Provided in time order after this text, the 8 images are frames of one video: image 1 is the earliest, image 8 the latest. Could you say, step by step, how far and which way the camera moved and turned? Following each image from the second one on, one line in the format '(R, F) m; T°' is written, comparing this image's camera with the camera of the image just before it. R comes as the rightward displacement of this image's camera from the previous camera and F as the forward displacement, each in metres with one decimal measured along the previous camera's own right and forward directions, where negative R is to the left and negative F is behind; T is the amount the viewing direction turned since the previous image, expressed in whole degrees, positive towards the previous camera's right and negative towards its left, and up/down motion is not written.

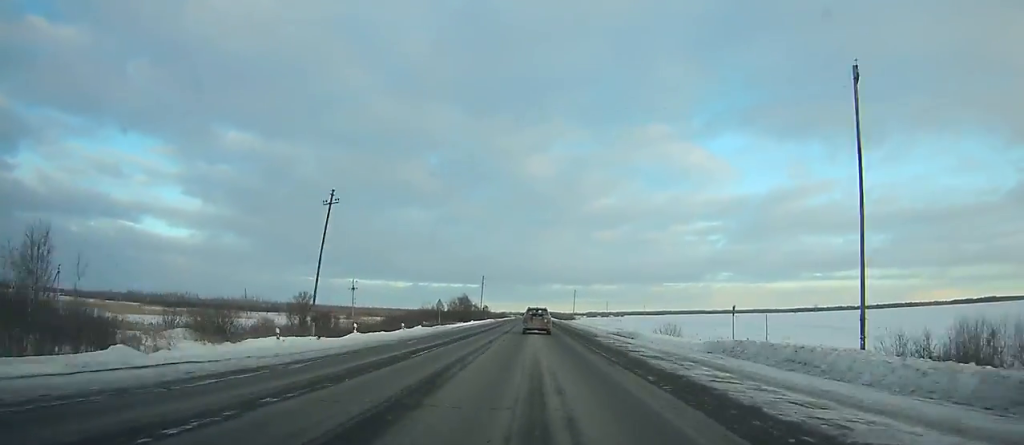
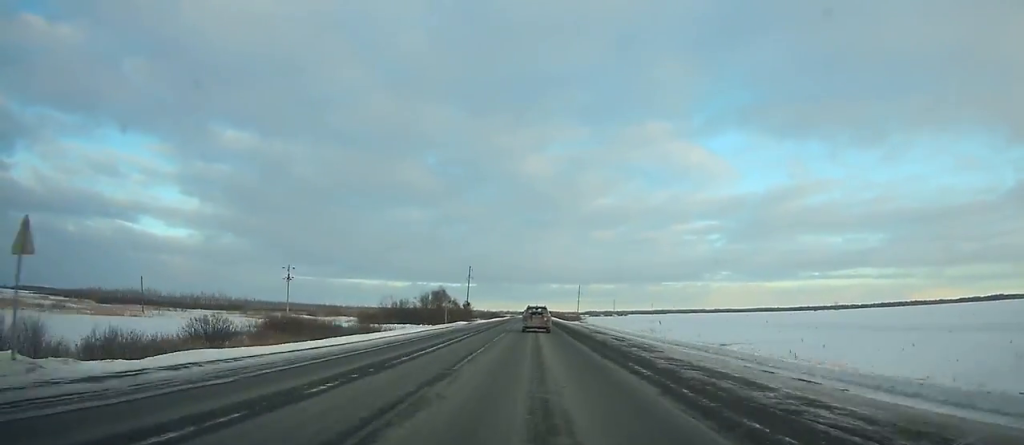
(0.0, +49.0) m; 0°
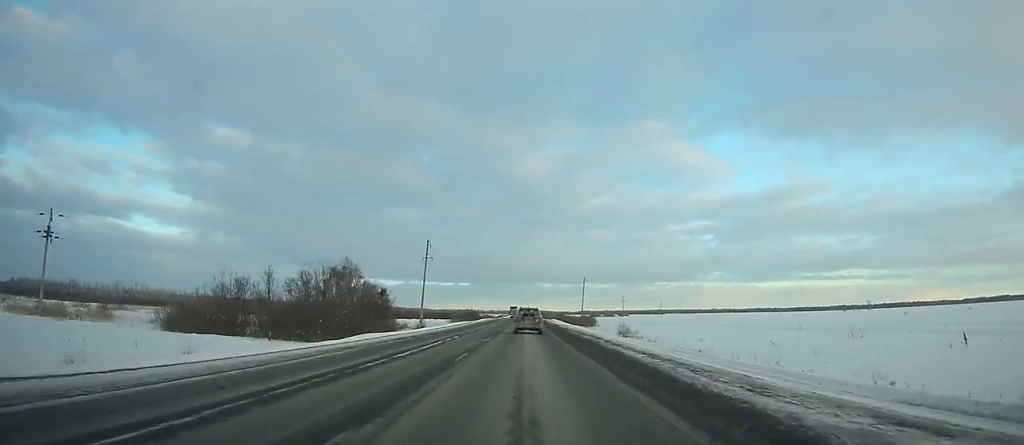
(+0.3, +73.1) m; 0°
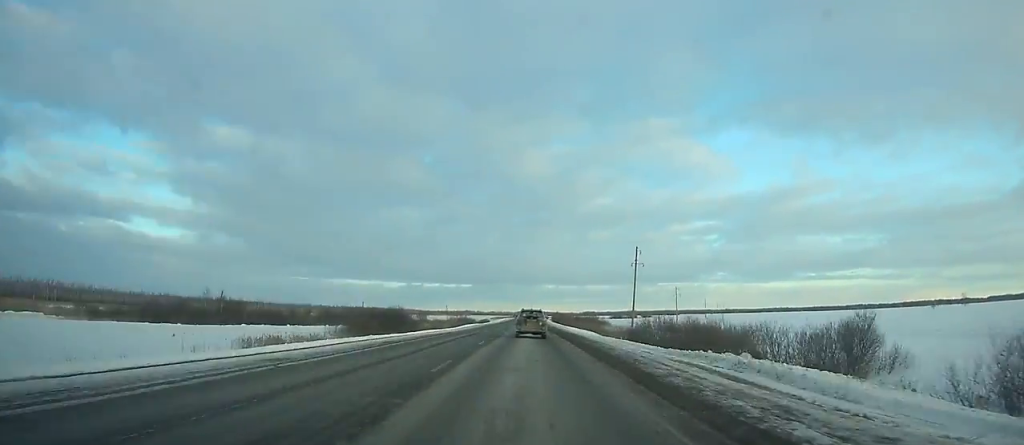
(+0.2, +119.0) m; 0°
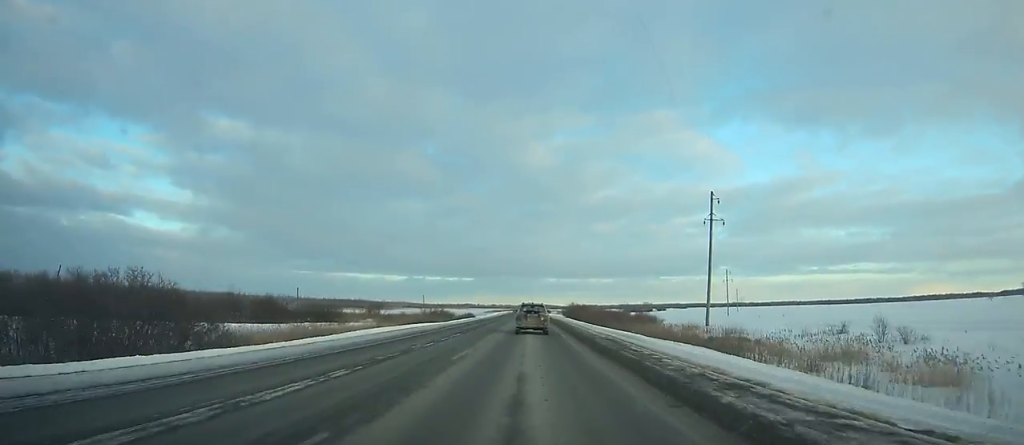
(0.0, +57.2) m; 0°
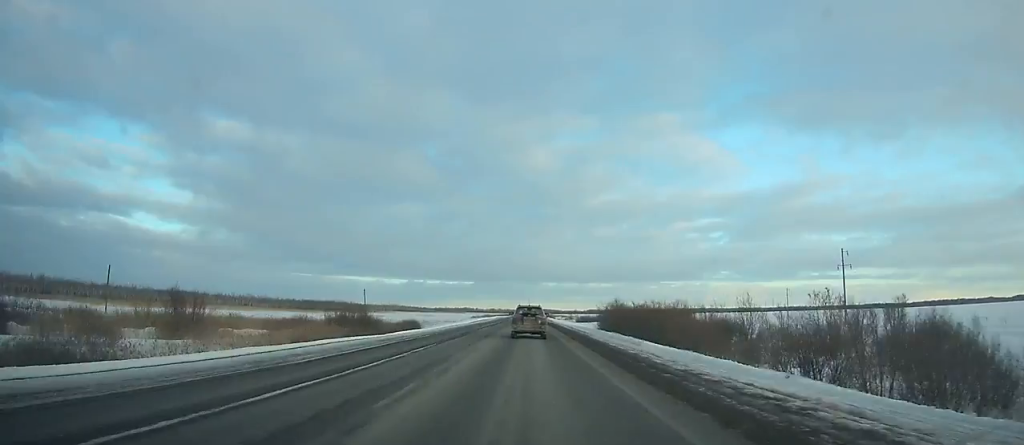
(0.0, +66.2) m; 0°
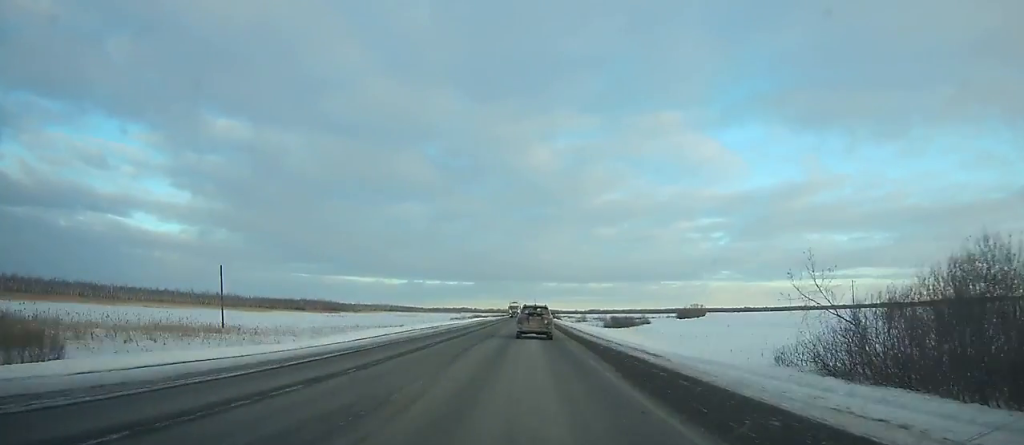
(-0.1, +57.1) m; 0°
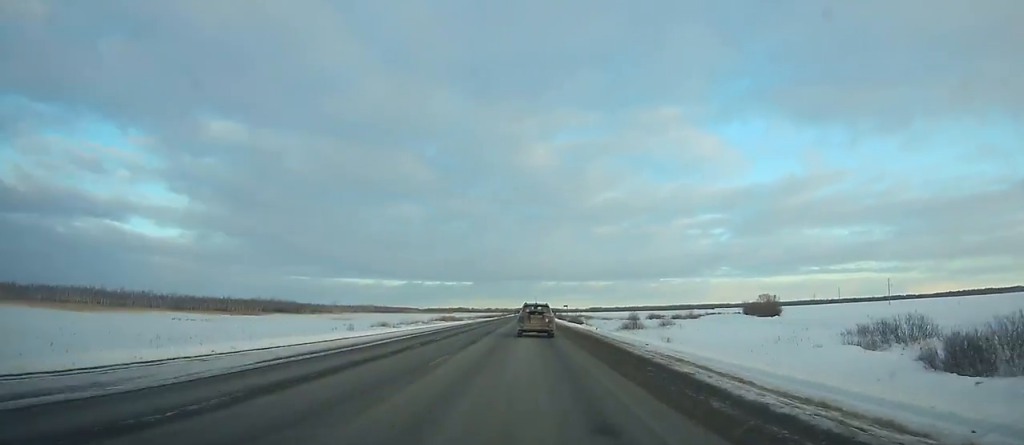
(+0.3, +92.6) m; 0°
